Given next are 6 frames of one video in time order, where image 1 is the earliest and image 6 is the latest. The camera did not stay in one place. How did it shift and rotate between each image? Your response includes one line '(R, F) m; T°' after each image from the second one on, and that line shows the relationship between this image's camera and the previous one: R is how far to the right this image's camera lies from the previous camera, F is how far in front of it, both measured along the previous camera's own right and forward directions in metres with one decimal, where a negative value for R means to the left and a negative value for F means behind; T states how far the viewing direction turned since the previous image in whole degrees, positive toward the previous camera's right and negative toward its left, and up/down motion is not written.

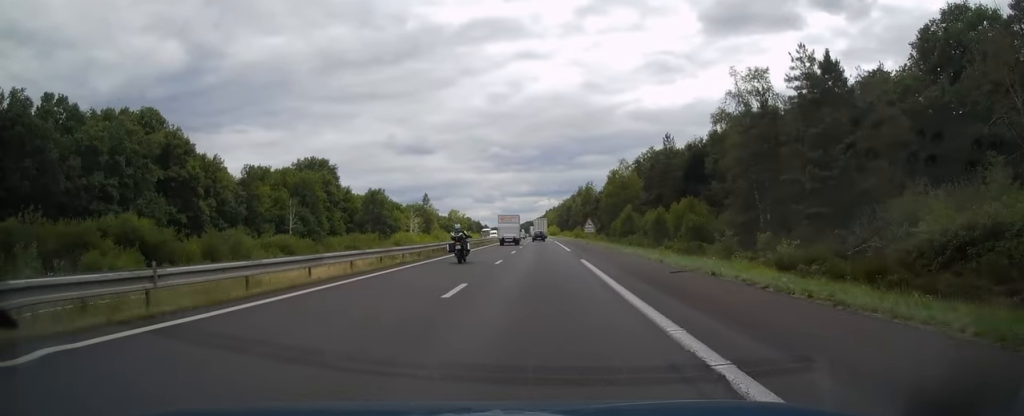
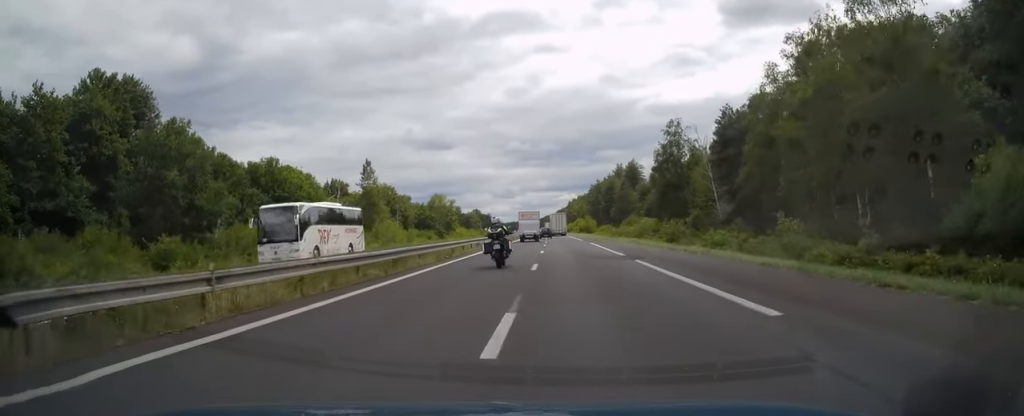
(-1.6, +84.4) m; -2°
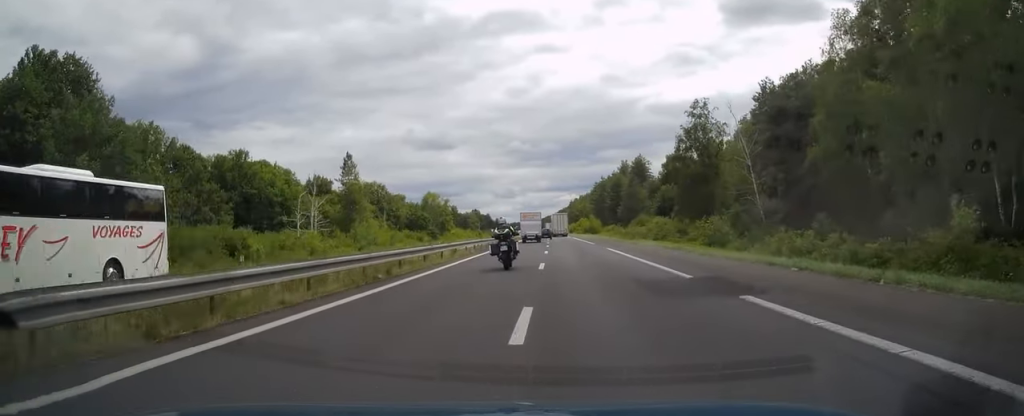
(0.0, +12.3) m; 0°
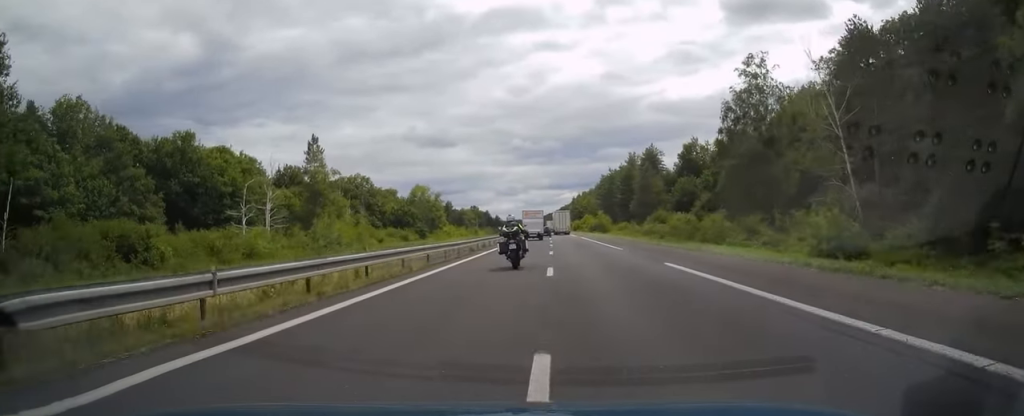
(0.0, +17.0) m; 0°
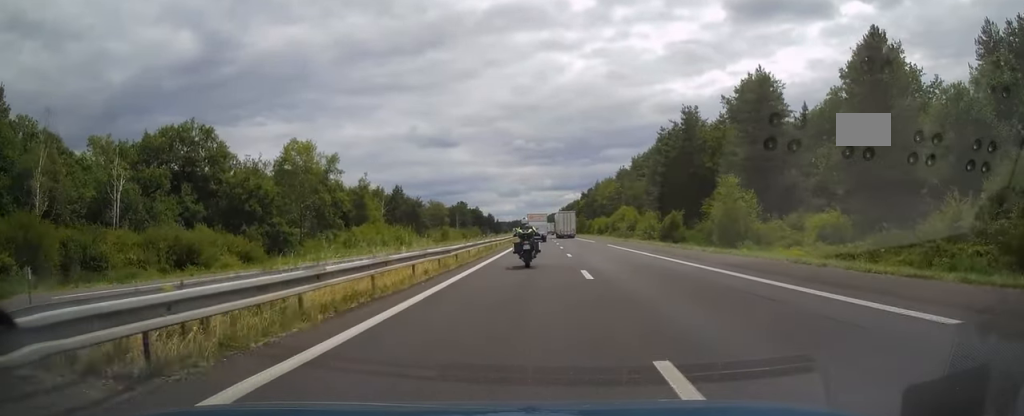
(-0.4, +80.8) m; 0°
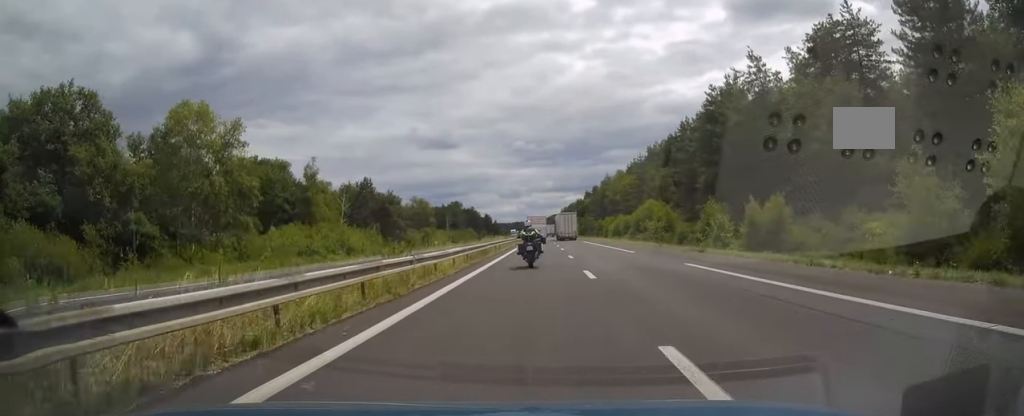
(+0.1, +25.3) m; 0°
